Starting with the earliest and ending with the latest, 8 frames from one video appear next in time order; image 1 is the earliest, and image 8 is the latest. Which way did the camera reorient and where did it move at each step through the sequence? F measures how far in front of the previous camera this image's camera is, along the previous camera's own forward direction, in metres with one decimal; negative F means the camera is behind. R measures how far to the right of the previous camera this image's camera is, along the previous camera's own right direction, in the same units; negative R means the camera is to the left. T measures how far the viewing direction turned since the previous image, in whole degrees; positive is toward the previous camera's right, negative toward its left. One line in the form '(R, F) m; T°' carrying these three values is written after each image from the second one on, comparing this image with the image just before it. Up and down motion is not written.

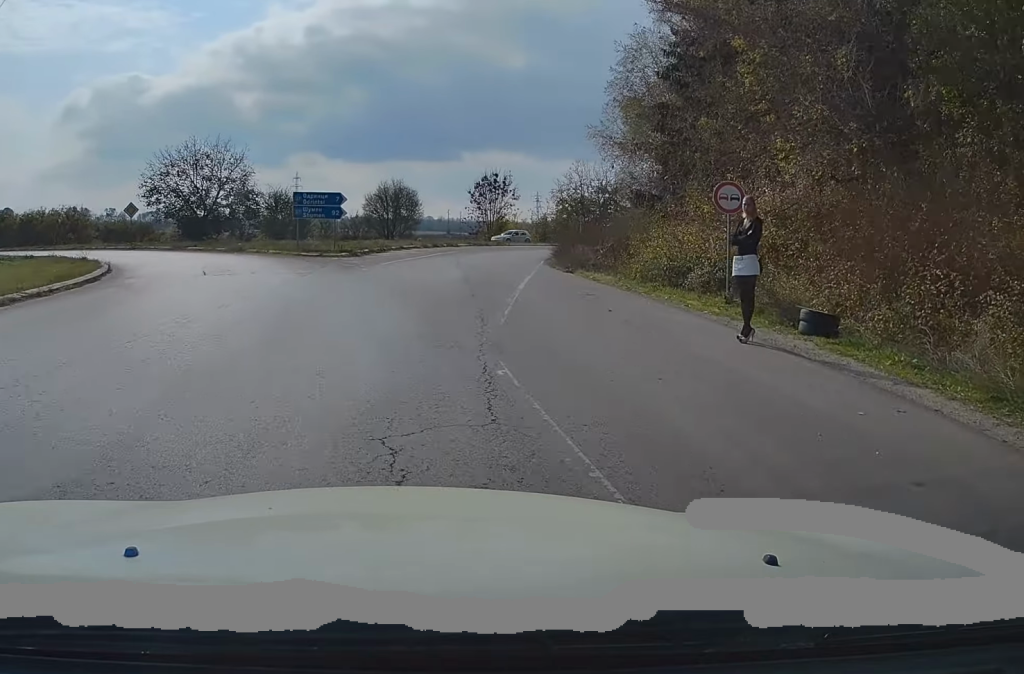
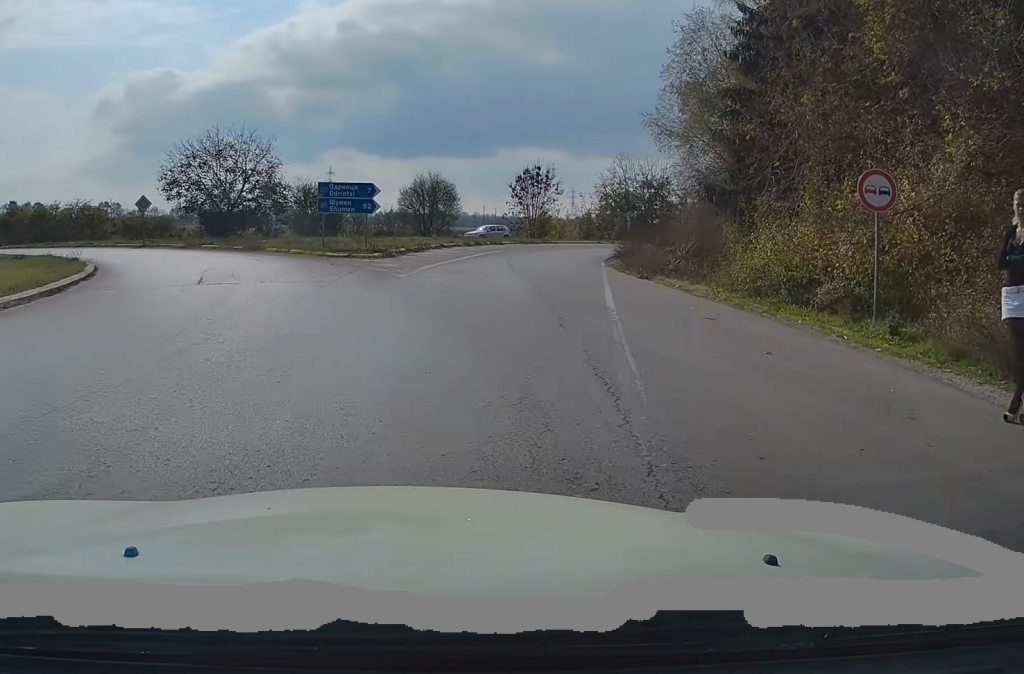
(-0.1, +4.5) m; -3°
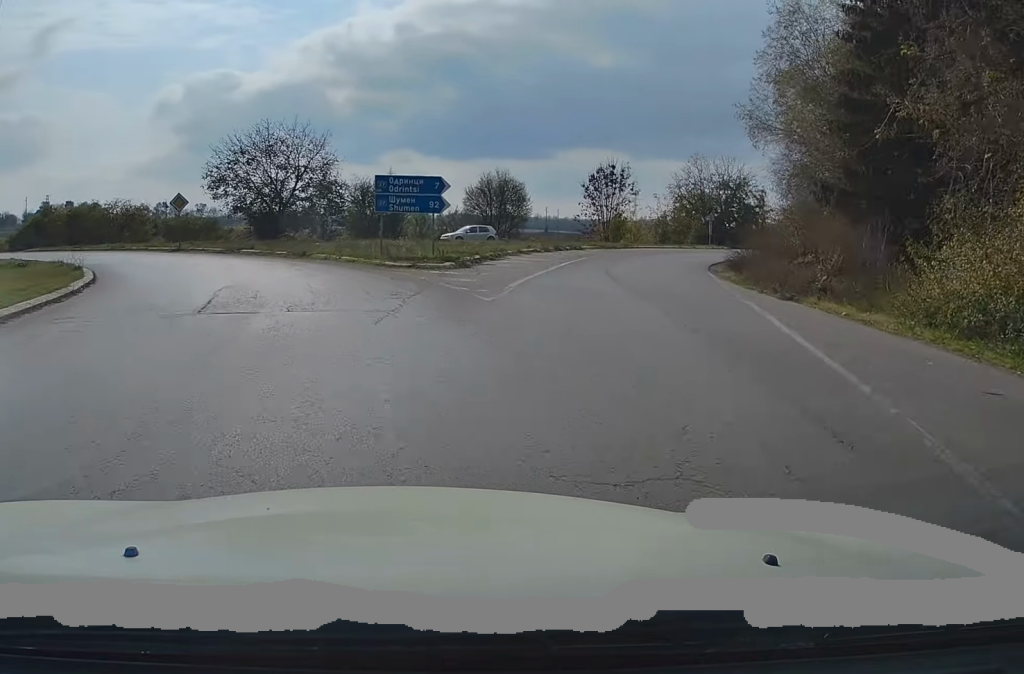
(-0.2, +5.2) m; -4°
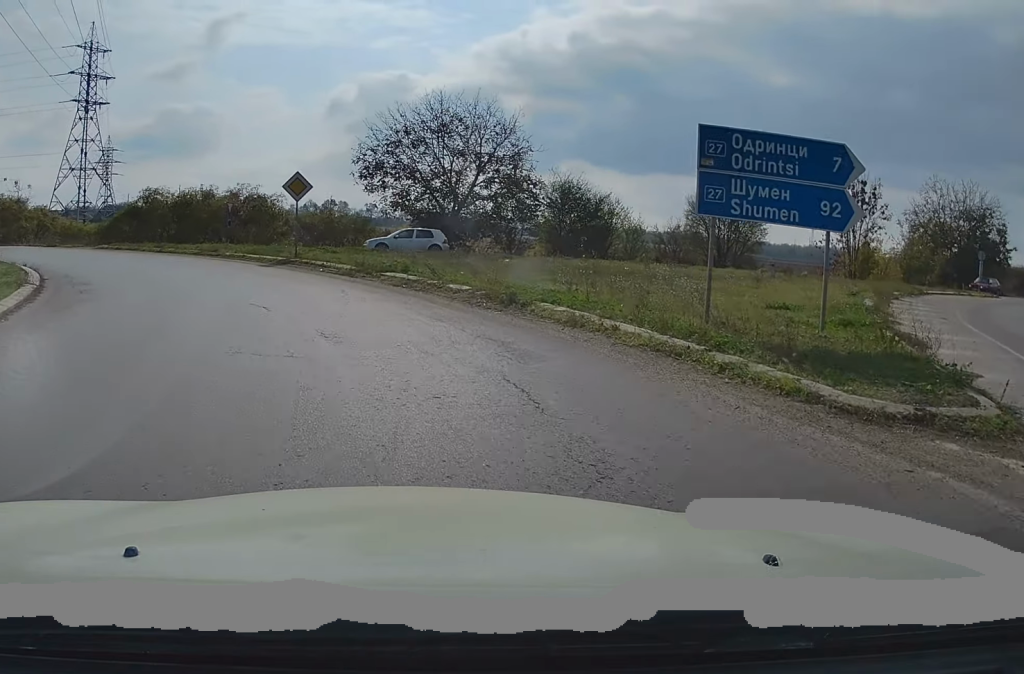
(-1.7, +15.0) m; -14°
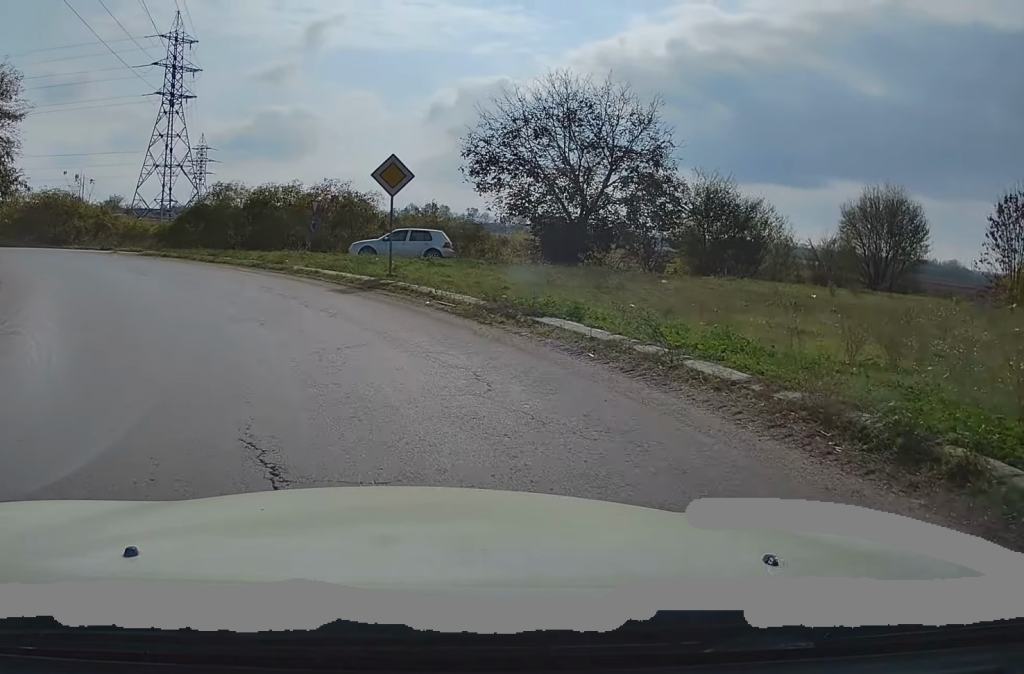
(-0.4, +8.0) m; -7°
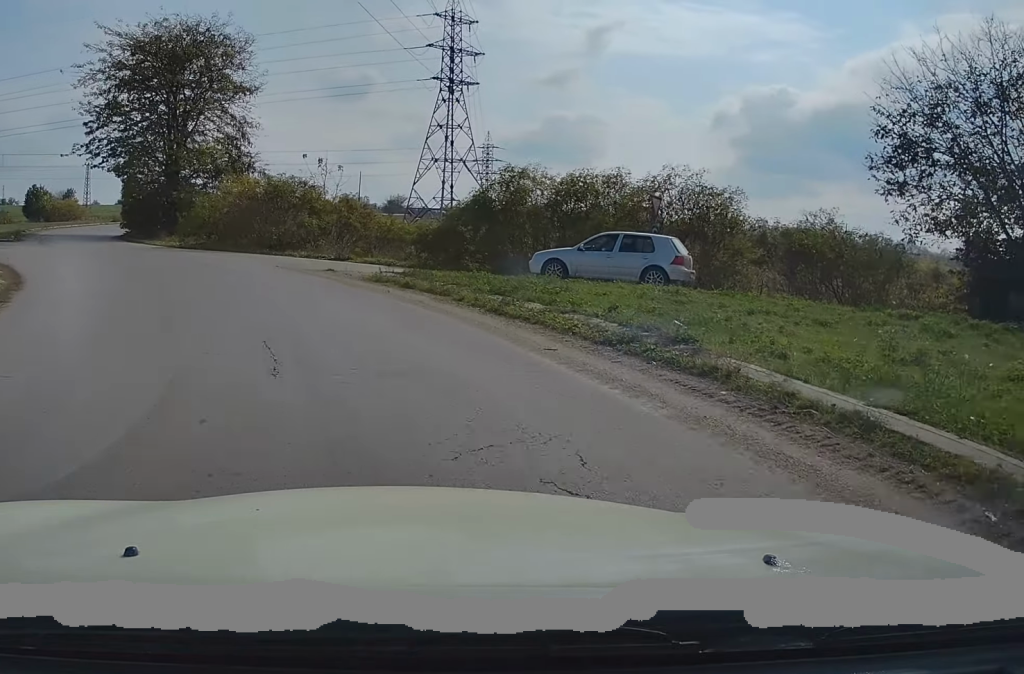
(-2.0, +14.1) m; -16°
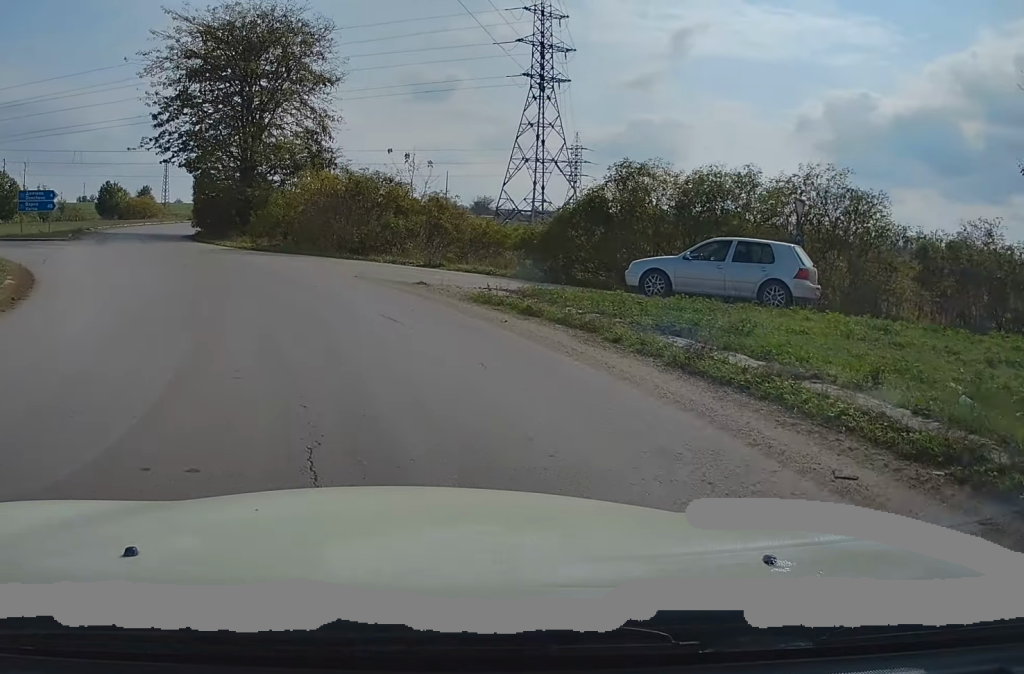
(+0.1, +4.1) m; -6°
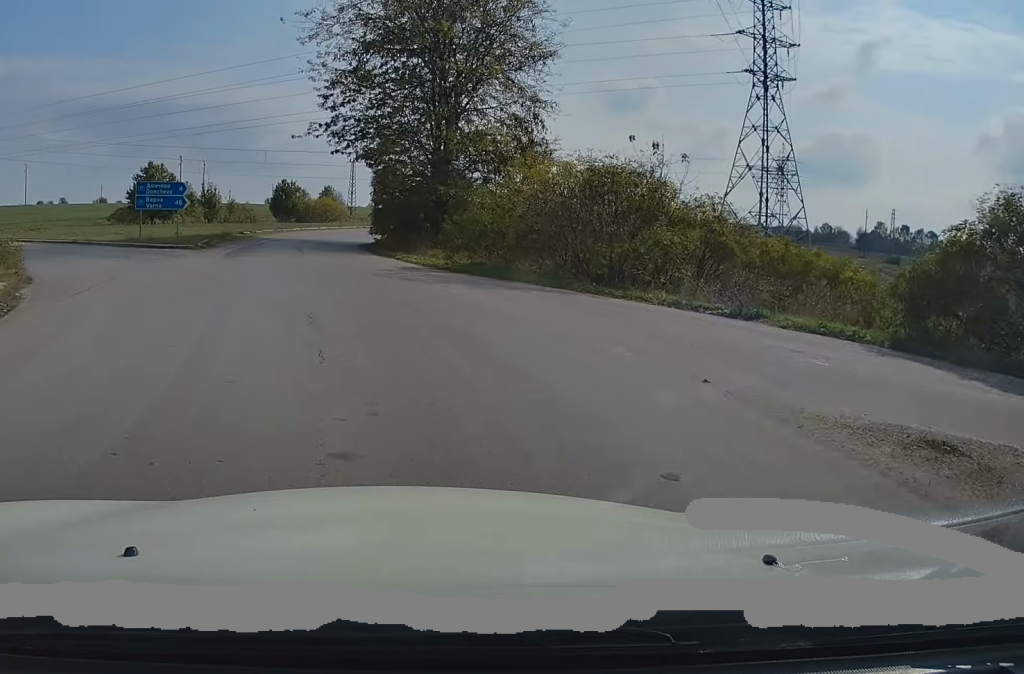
(-1.7, +11.0) m; -13°
